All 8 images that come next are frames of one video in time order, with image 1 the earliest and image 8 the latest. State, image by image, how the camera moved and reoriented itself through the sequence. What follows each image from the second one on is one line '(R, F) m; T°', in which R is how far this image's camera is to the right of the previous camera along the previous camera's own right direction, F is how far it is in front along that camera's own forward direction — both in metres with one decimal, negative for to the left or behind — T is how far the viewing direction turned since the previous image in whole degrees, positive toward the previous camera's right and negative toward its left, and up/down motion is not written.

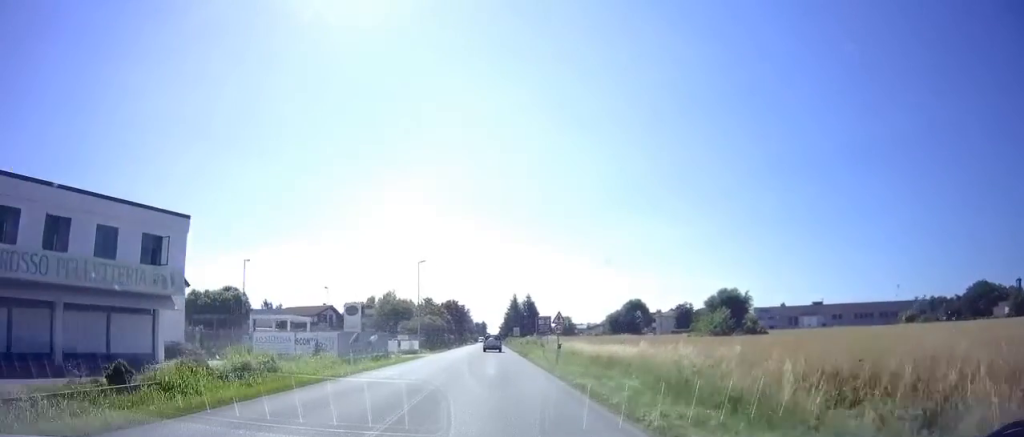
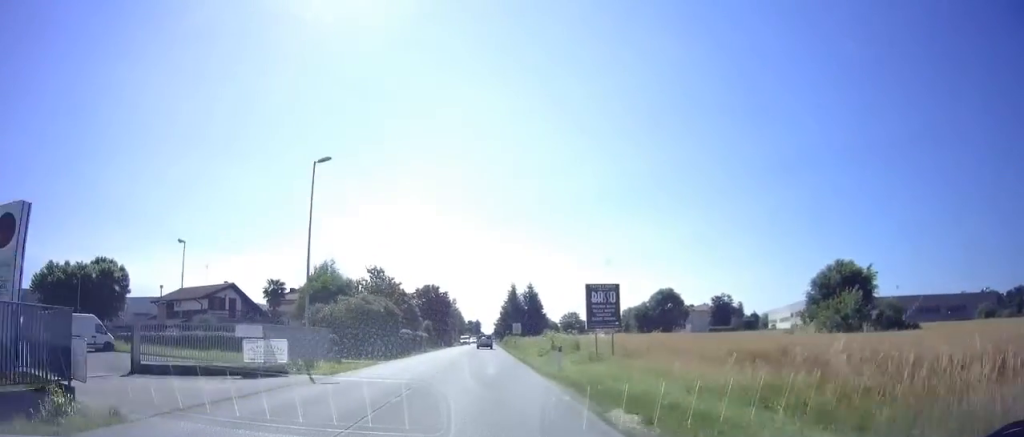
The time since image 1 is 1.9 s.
(+0.1, +34.1) m; 0°
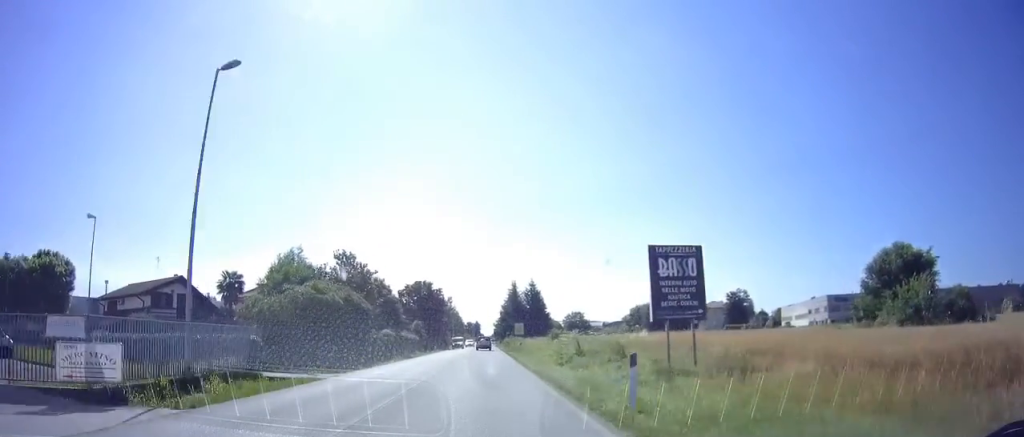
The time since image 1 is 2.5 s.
(-0.2, +11.0) m; 0°
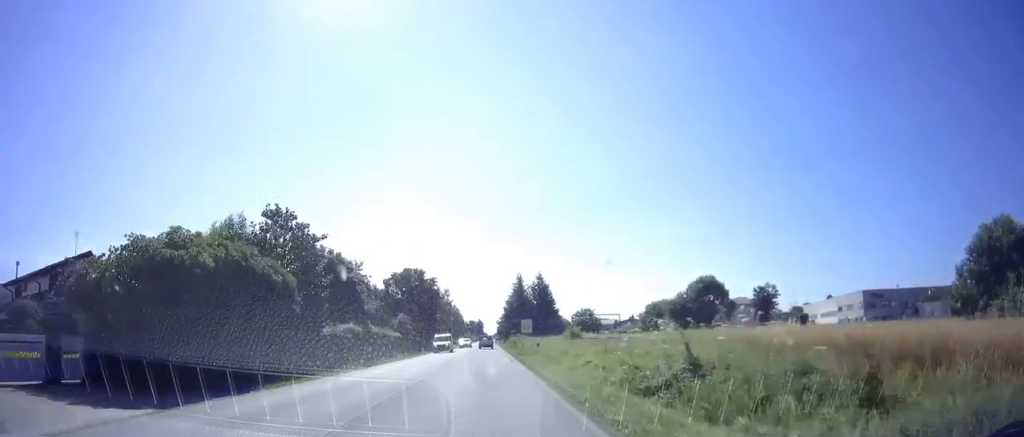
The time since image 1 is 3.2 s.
(-0.1, +14.1) m; 0°
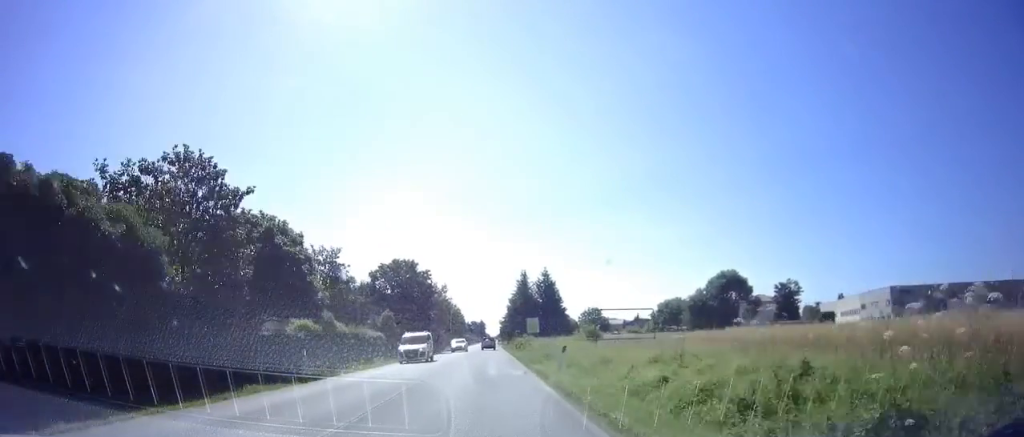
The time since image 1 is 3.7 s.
(+0.2, +8.6) m; 0°
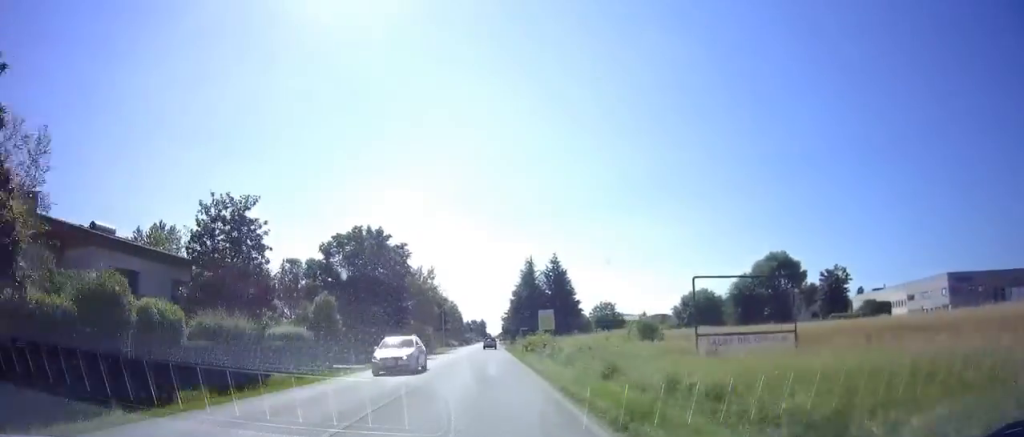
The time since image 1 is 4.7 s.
(-0.2, +17.8) m; -1°
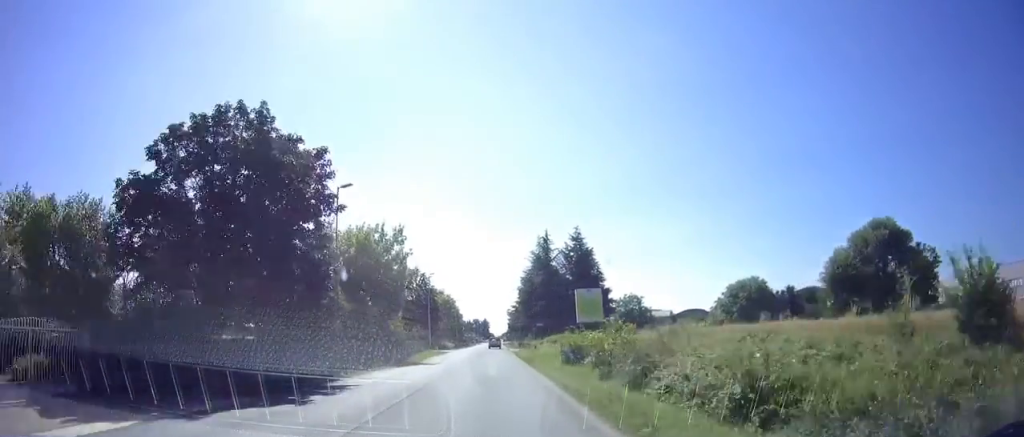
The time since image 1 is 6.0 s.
(-0.1, +25.1) m; +1°
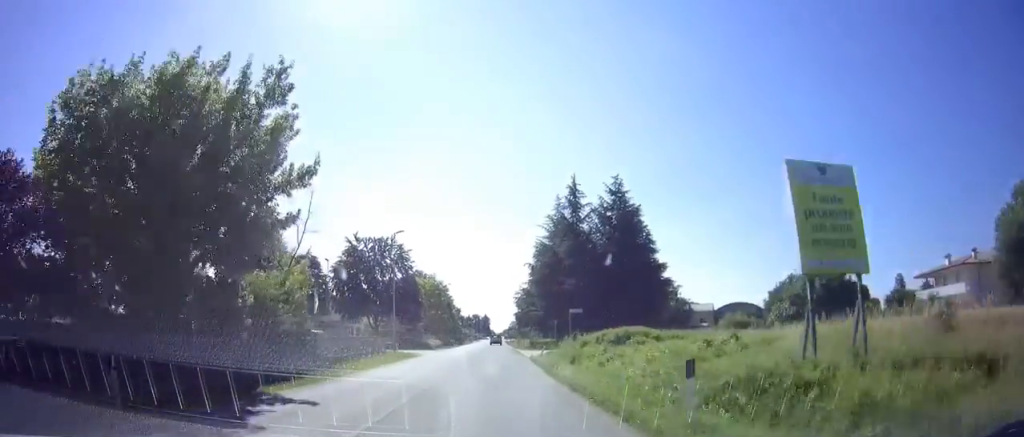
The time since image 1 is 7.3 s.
(+0.1, +24.0) m; 0°
